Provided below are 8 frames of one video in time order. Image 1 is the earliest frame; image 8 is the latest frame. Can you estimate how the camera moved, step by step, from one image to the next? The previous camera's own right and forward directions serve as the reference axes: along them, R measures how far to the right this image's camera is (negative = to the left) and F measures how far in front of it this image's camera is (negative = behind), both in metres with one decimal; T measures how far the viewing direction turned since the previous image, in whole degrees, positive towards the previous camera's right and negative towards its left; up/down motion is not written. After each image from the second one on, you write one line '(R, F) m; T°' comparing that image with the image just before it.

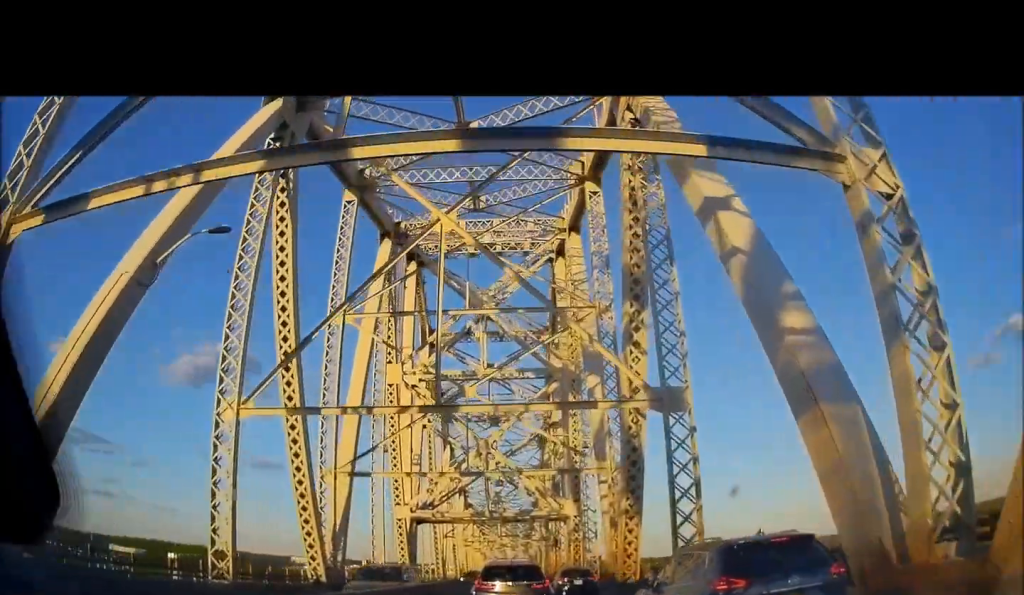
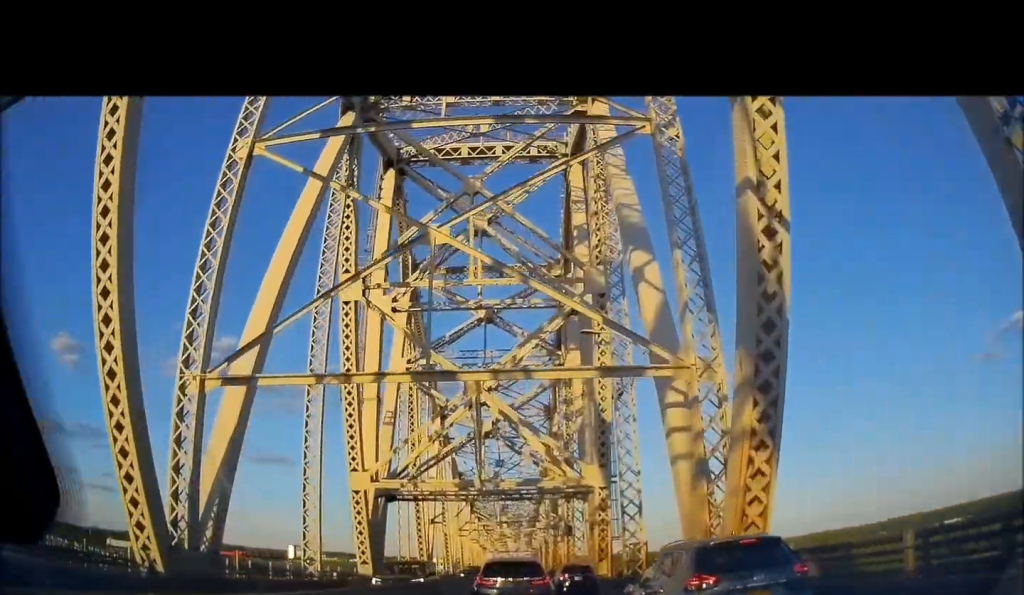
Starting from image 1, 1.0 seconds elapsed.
(-0.2, +13.3) m; 0°
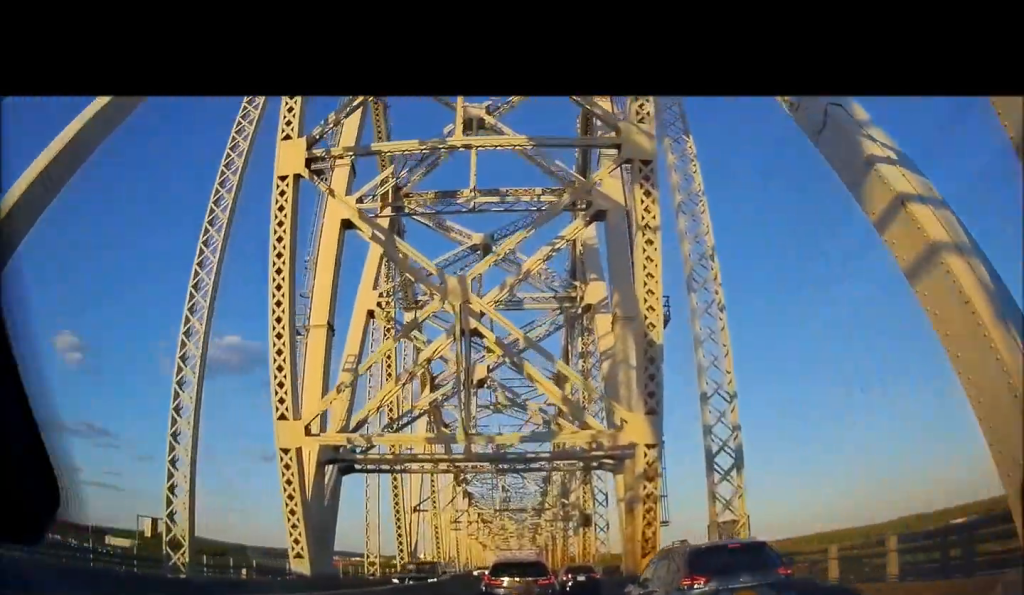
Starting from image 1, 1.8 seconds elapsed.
(+0.3, +11.5) m; +1°
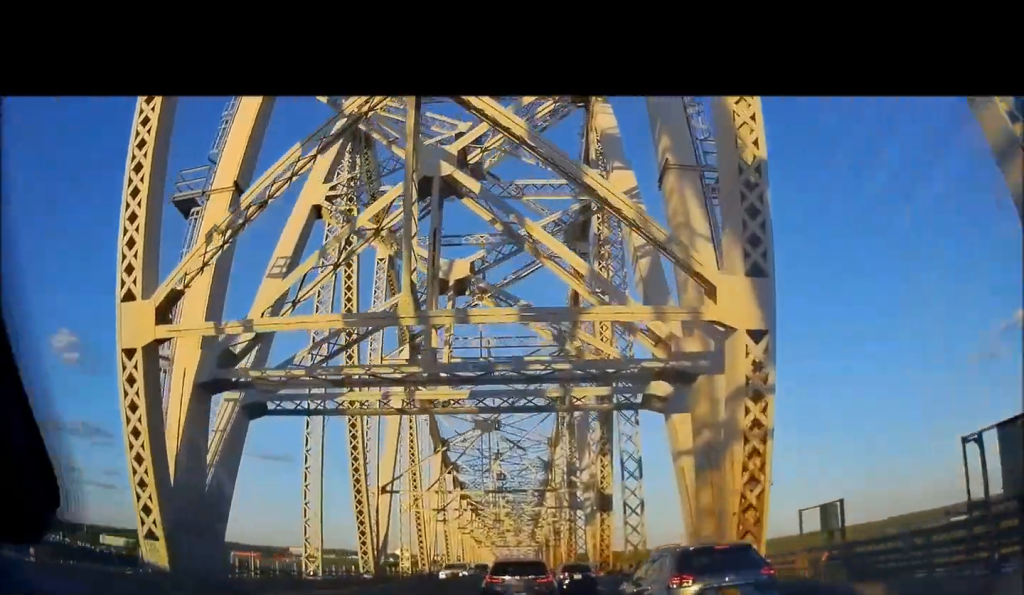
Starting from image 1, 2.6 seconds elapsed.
(0.0, +10.8) m; 0°
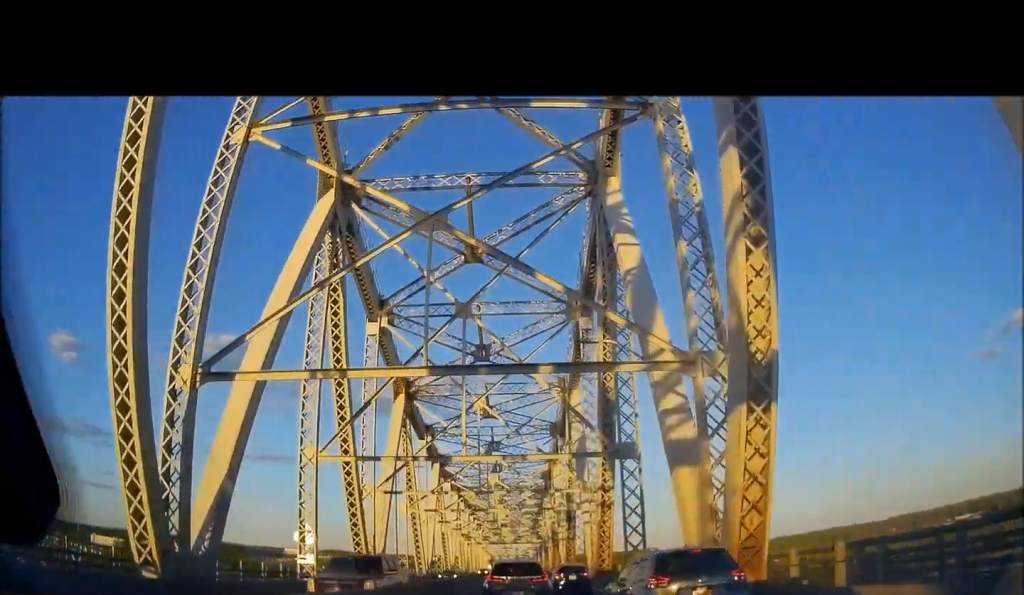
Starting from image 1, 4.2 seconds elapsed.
(-0.7, +22.8) m; 0°
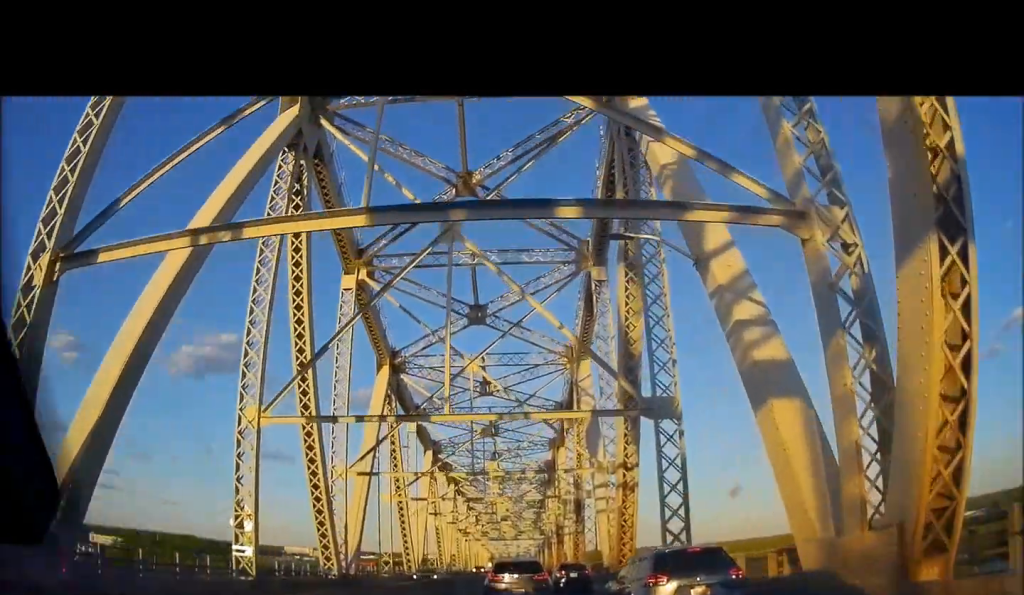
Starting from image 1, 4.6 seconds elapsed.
(-0.1, +6.4) m; +1°
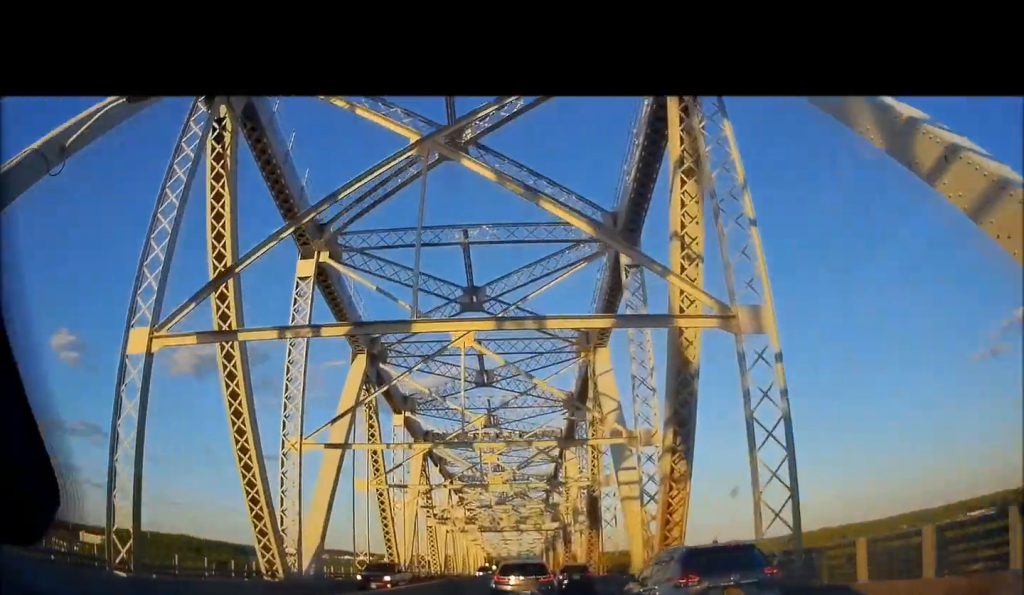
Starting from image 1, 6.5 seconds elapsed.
(-0.1, +29.1) m; -2°
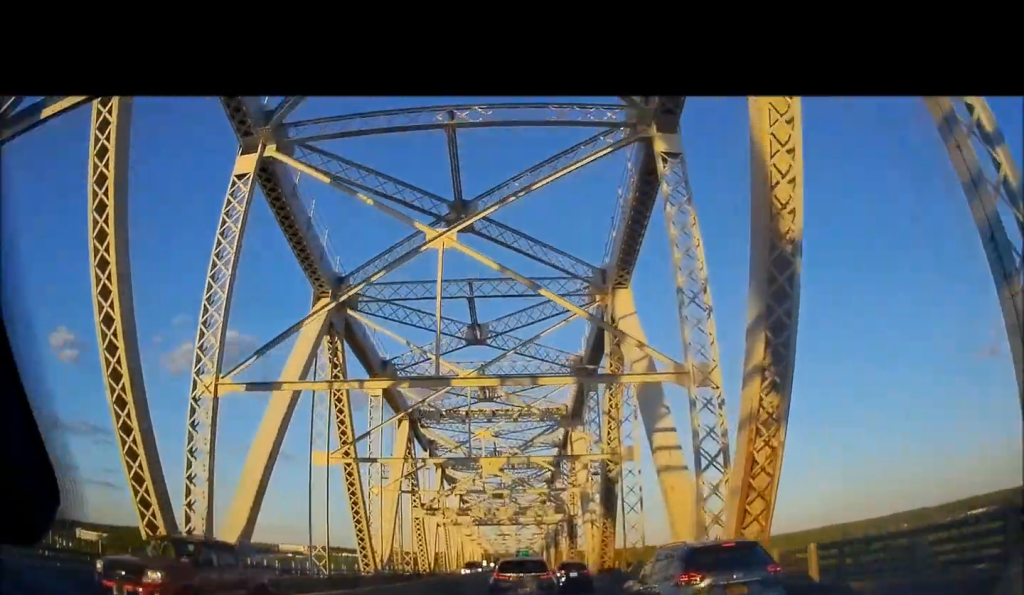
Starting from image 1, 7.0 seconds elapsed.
(+0.3, +7.4) m; +1°
